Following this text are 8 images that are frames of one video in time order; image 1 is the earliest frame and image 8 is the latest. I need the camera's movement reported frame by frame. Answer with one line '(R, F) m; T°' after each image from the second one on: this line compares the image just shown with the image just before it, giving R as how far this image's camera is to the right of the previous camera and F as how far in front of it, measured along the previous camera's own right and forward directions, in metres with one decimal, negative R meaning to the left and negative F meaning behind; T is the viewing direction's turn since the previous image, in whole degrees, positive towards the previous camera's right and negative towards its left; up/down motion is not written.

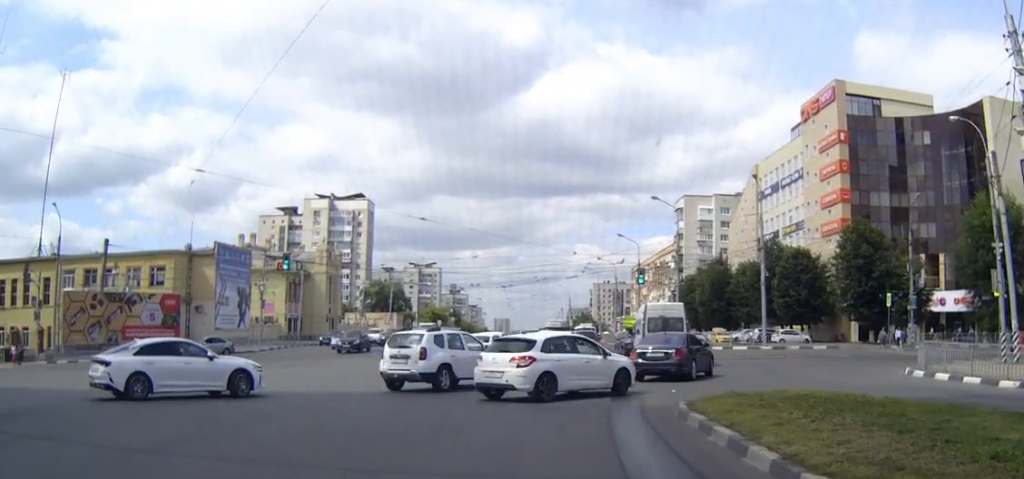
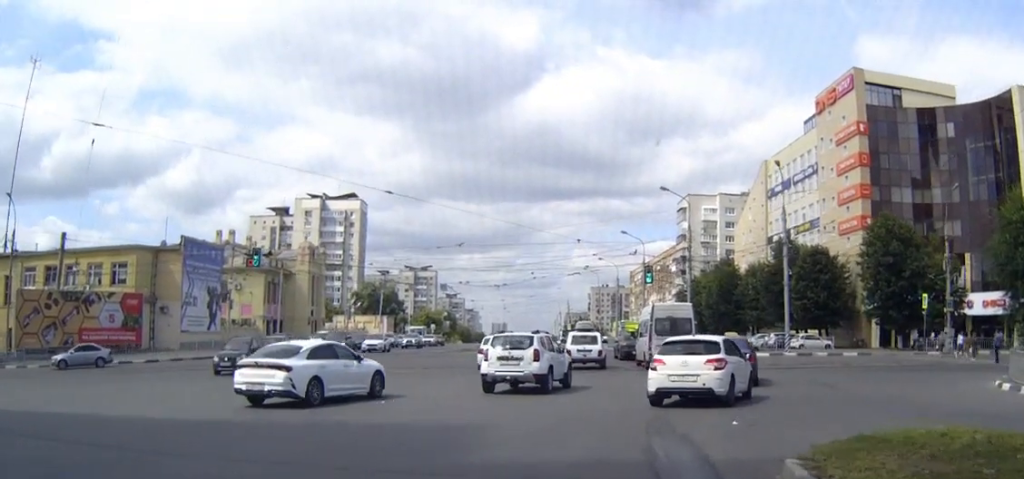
(0.0, +7.4) m; +2°
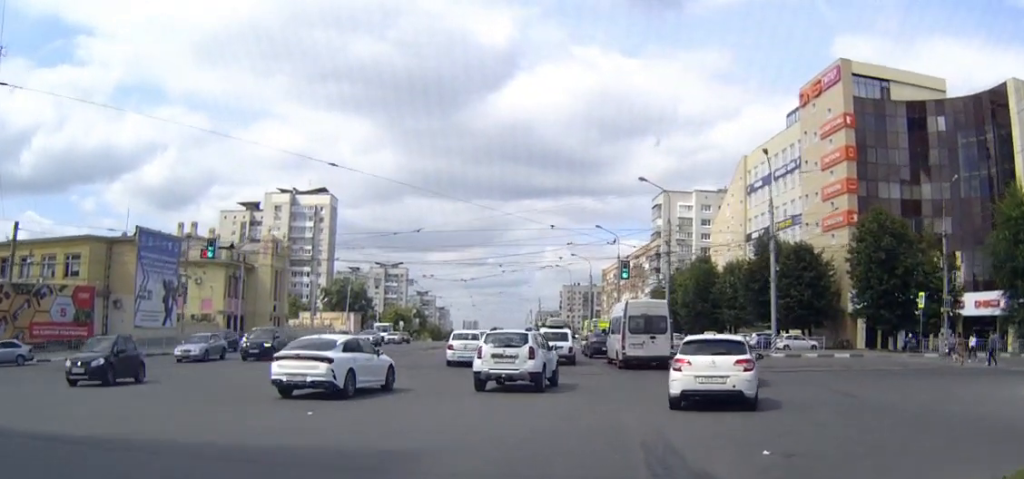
(+0.1, +3.9) m; +2°
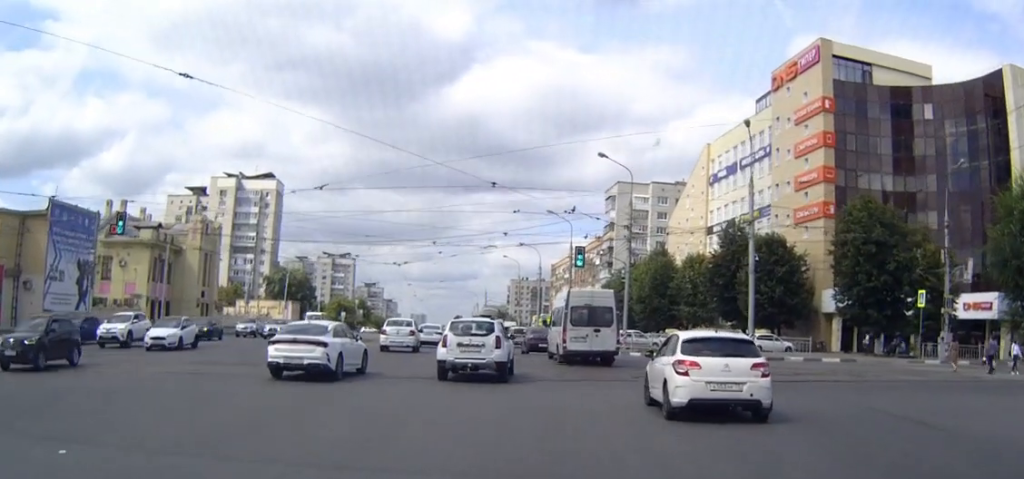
(+0.2, +7.6) m; +3°
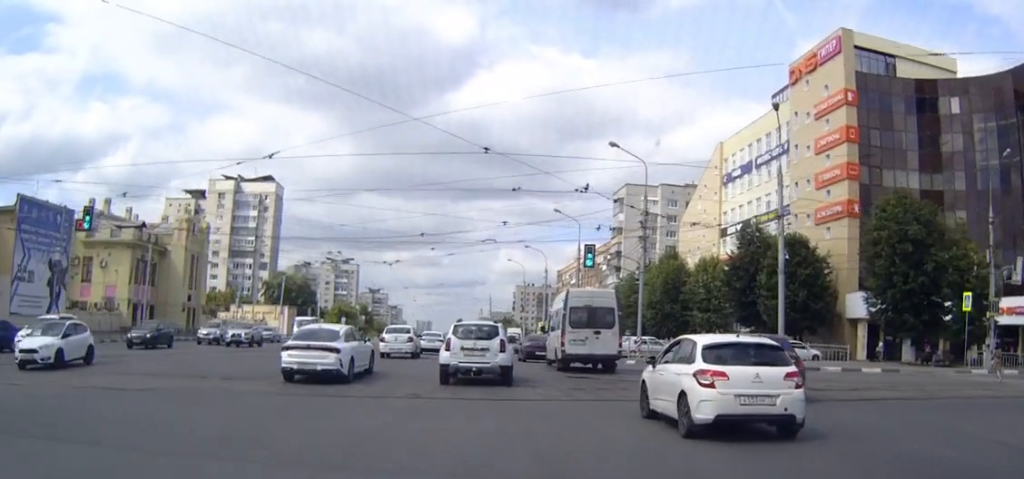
(+0.1, +5.0) m; 0°
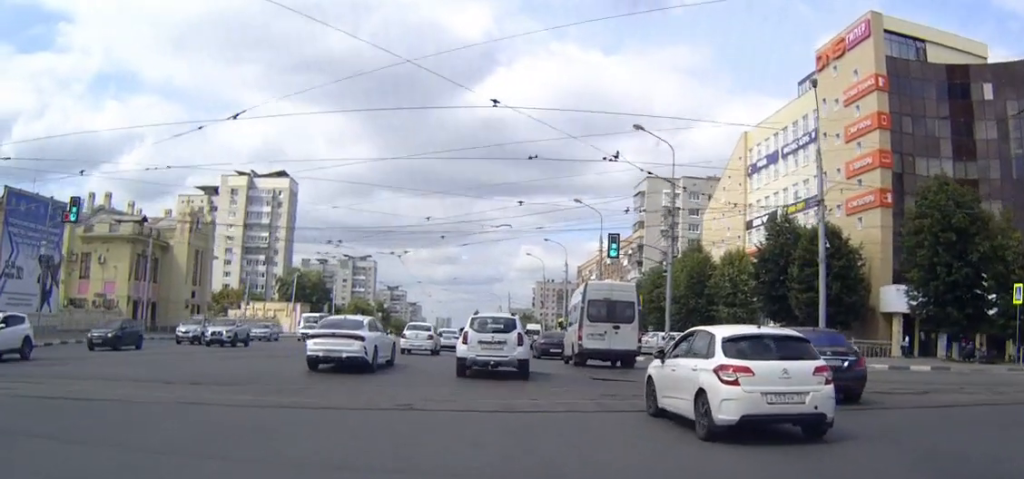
(0.0, +3.5) m; -1°
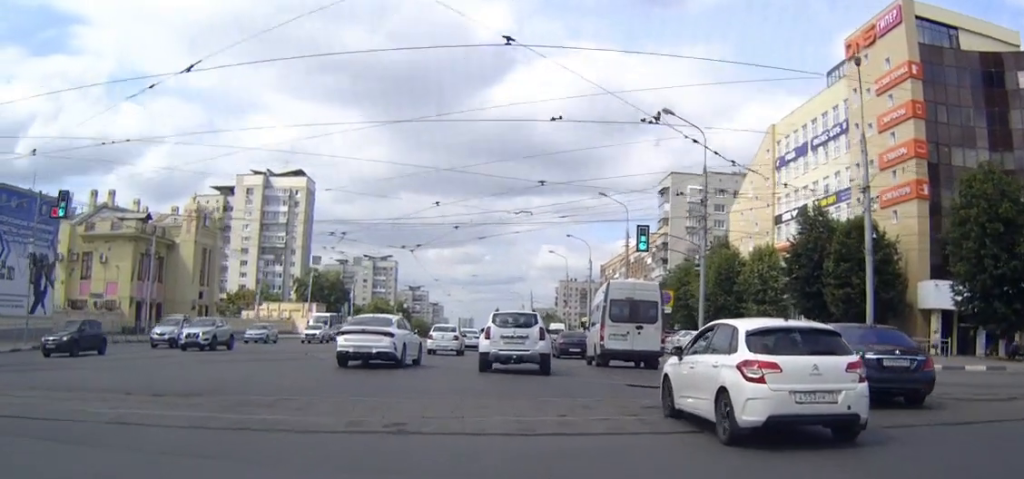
(-0.1, +3.4) m; -1°
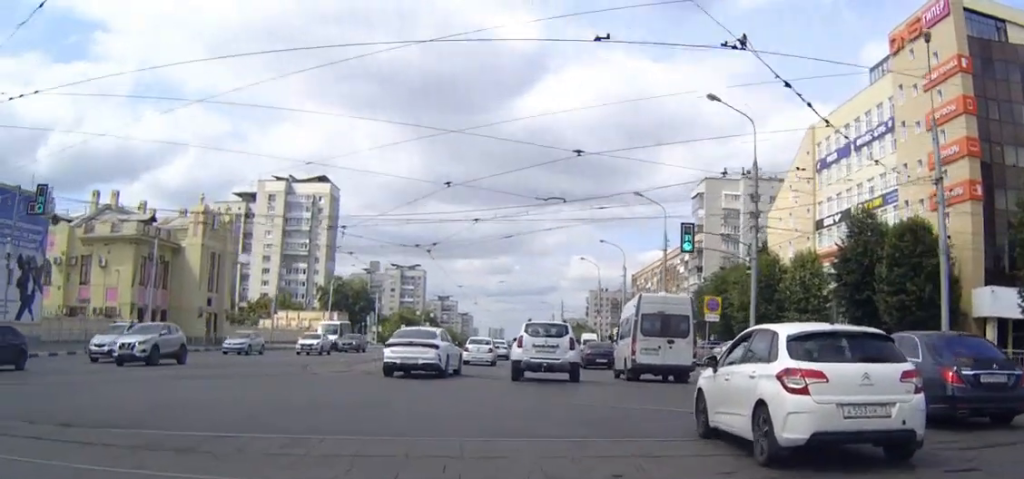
(-0.1, +5.2) m; -1°
